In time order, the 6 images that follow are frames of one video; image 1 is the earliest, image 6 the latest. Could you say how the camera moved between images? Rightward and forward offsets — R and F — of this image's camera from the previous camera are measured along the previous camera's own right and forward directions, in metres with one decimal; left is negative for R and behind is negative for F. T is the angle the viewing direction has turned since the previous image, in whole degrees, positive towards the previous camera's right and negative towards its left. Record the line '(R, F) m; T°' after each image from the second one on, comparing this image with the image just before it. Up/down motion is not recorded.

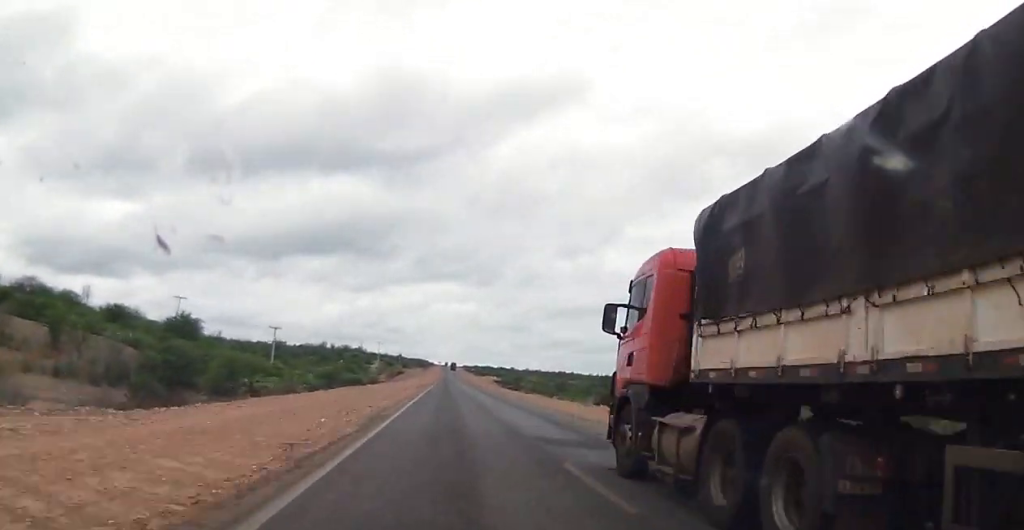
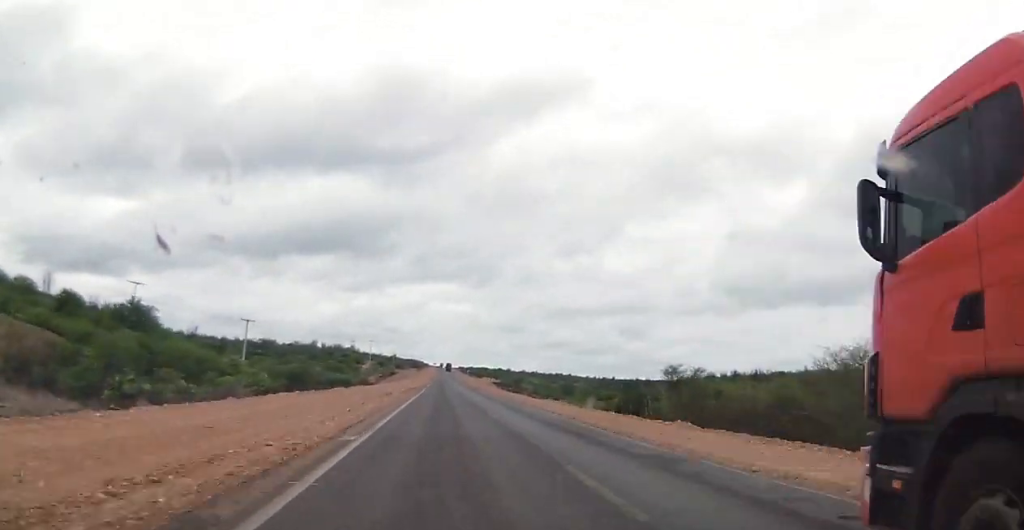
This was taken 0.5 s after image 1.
(-0.2, +16.2) m; 0°
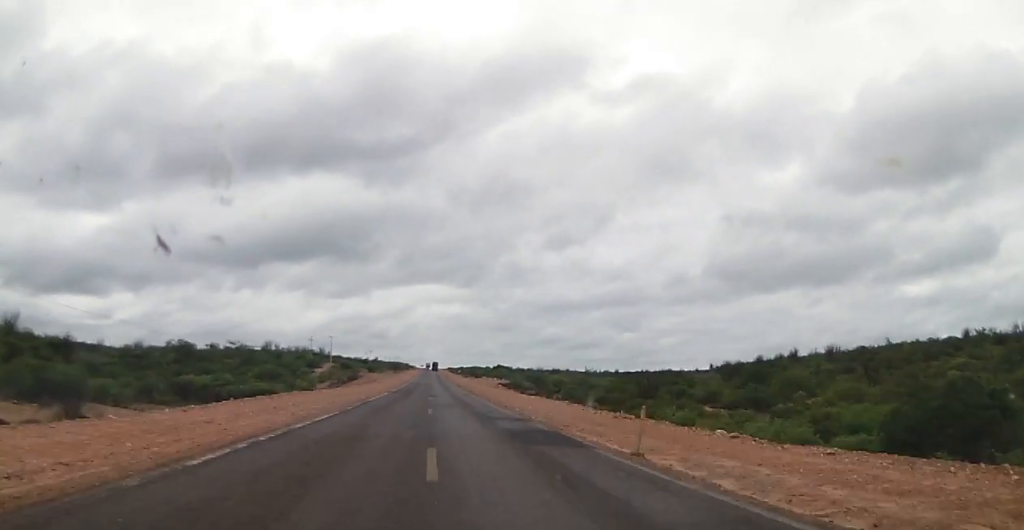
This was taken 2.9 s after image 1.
(+1.2, +76.9) m; +2°
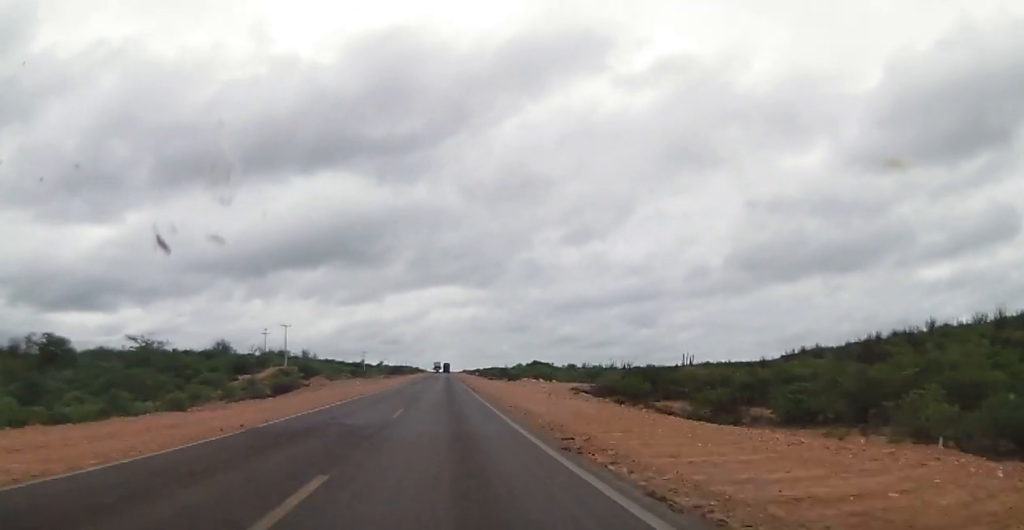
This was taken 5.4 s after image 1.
(-0.4, +83.3) m; -1°
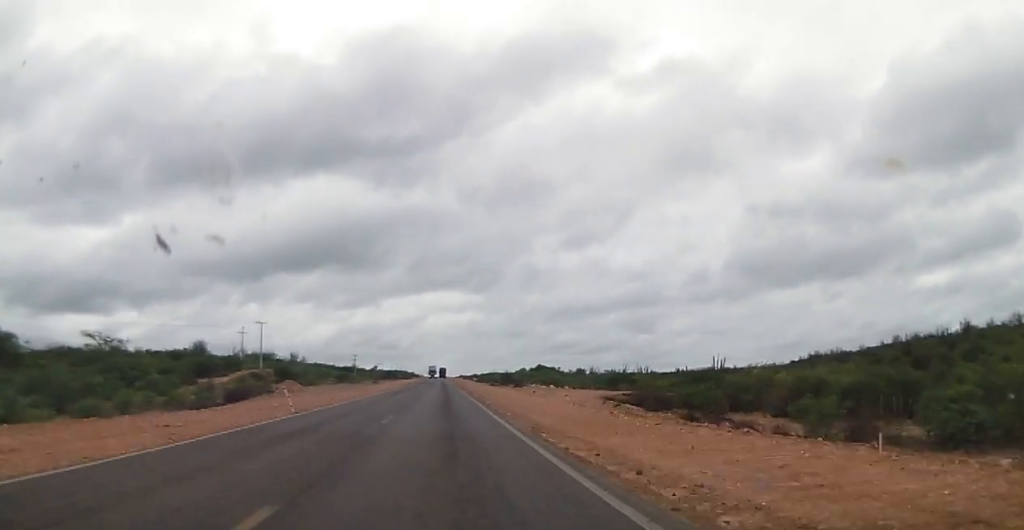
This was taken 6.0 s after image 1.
(0.0, +18.3) m; 0°
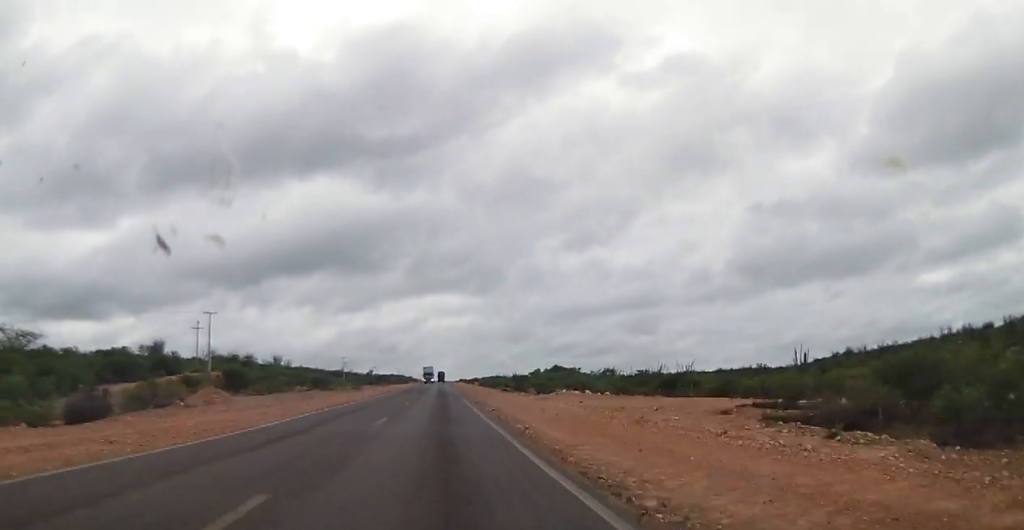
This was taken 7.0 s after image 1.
(-0.2, +31.0) m; -1°
